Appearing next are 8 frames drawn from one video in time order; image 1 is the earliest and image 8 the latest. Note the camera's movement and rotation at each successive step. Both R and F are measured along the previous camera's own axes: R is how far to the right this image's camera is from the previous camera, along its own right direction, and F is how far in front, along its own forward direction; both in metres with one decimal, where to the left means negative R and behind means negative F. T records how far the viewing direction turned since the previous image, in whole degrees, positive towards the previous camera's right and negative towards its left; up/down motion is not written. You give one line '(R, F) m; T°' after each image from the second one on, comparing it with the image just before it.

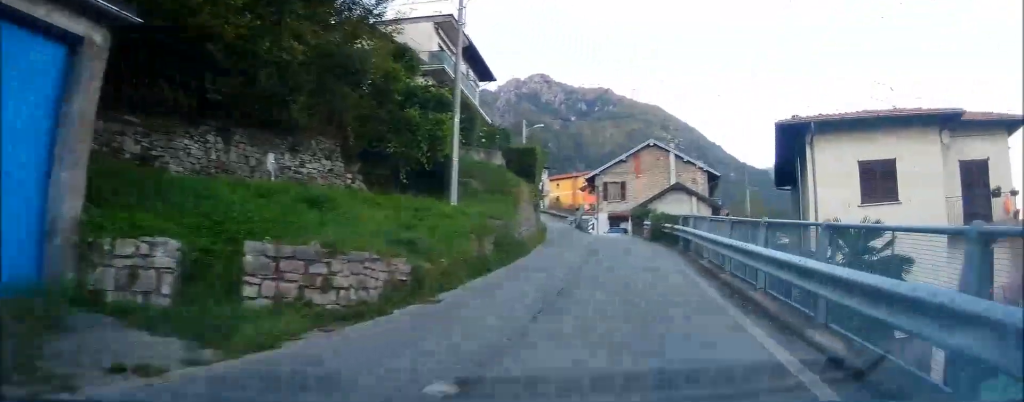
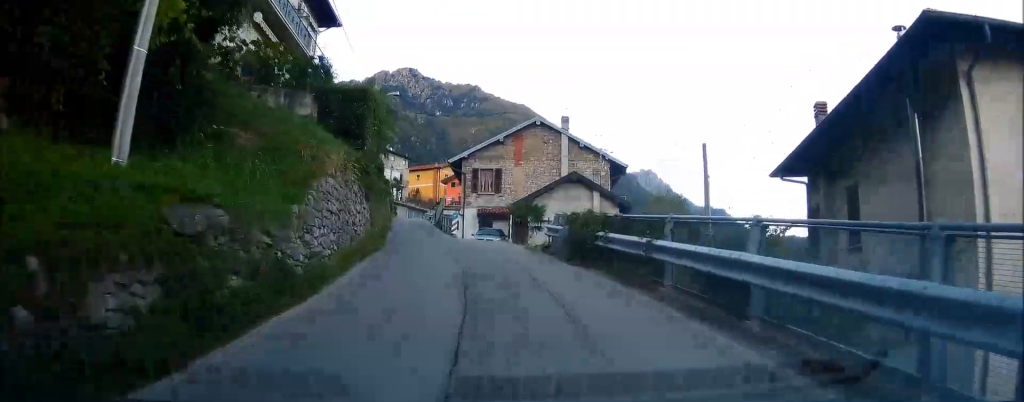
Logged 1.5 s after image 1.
(+1.3, +11.4) m; +9°
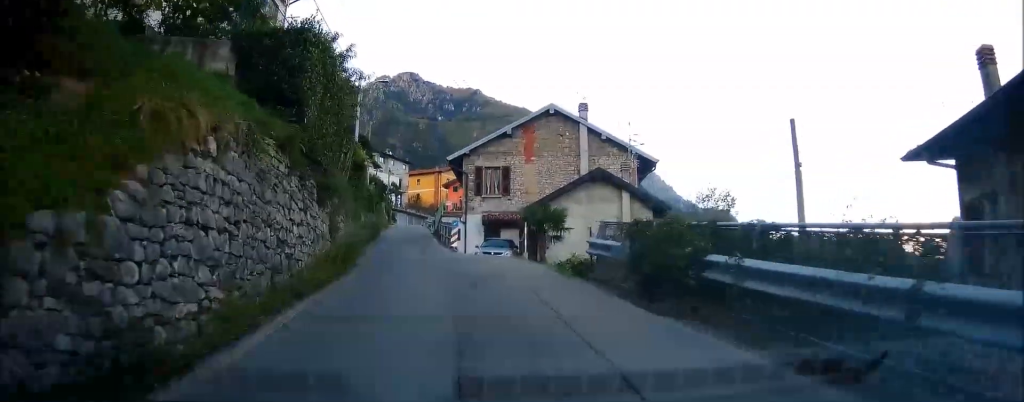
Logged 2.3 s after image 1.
(0.0, +6.1) m; +2°
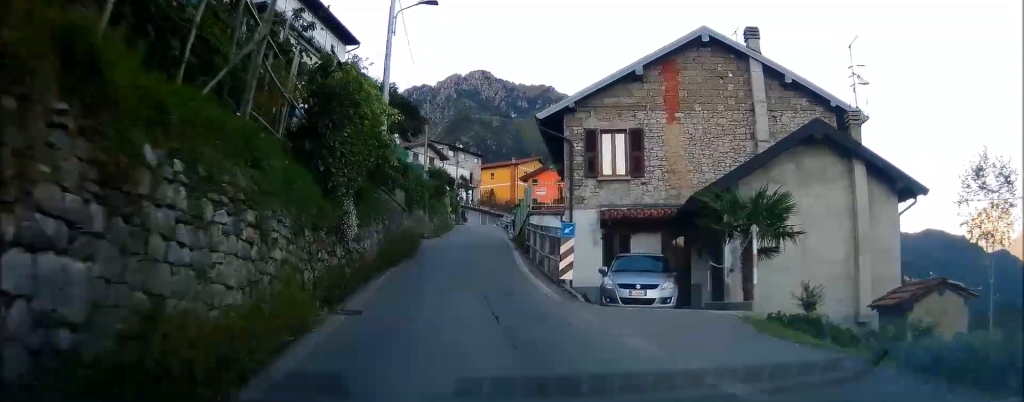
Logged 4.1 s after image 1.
(-0.4, +13.5) m; -3°
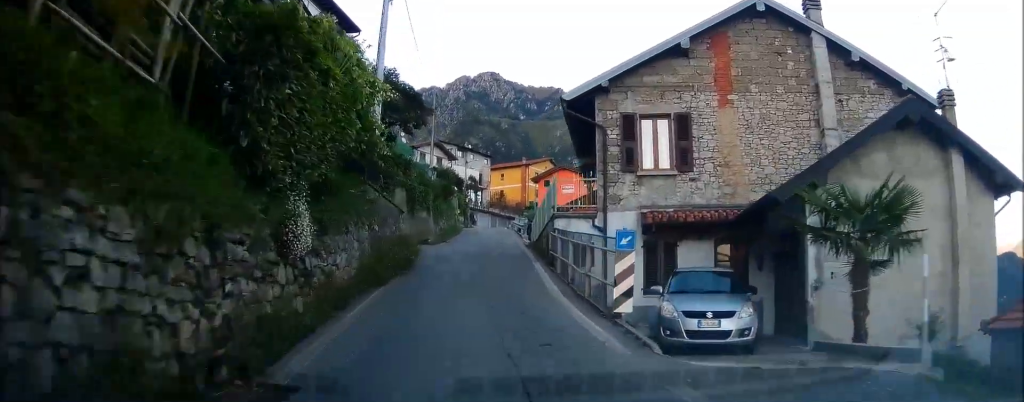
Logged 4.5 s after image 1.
(+0.1, +3.7) m; 0°
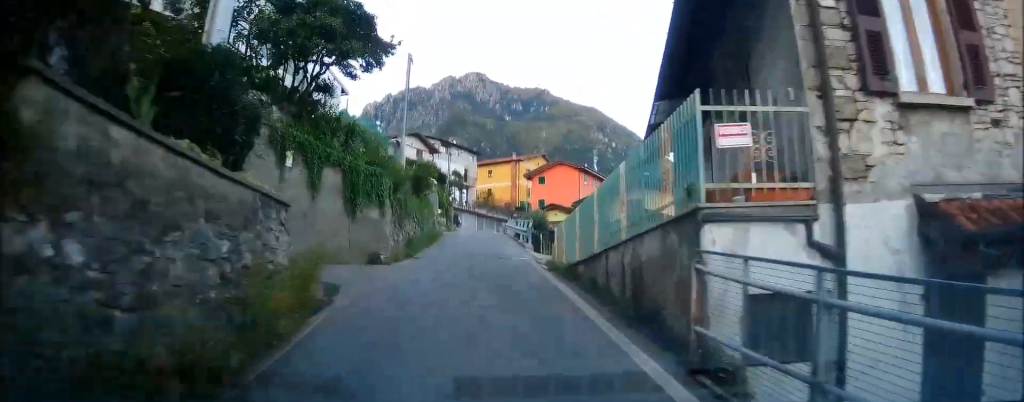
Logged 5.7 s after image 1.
(0.0, +10.9) m; -2°
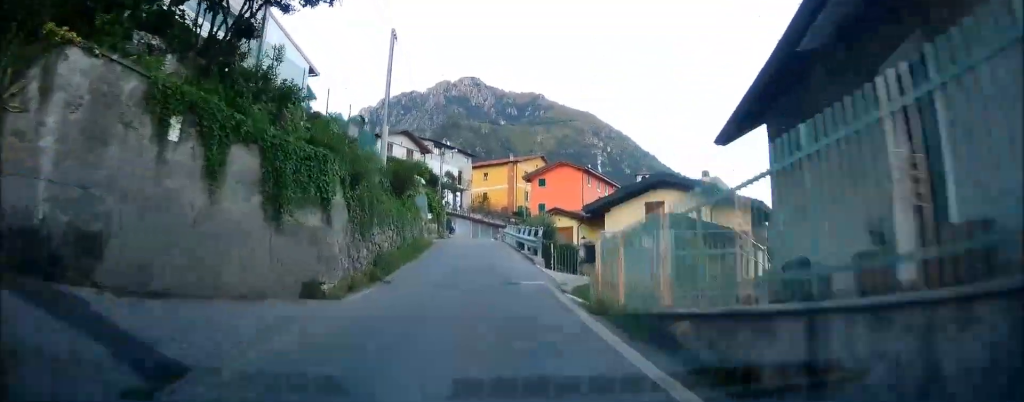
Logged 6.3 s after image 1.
(-0.1, +5.8) m; -2°
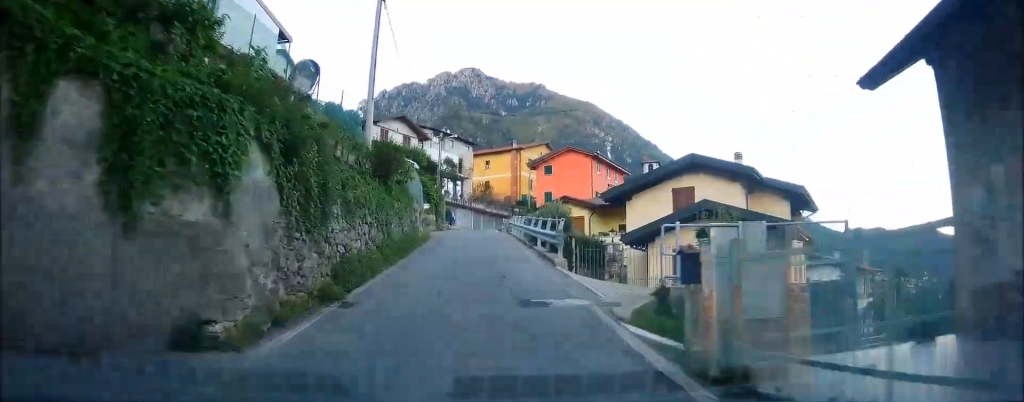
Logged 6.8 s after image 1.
(-0.1, +4.7) m; 0°
